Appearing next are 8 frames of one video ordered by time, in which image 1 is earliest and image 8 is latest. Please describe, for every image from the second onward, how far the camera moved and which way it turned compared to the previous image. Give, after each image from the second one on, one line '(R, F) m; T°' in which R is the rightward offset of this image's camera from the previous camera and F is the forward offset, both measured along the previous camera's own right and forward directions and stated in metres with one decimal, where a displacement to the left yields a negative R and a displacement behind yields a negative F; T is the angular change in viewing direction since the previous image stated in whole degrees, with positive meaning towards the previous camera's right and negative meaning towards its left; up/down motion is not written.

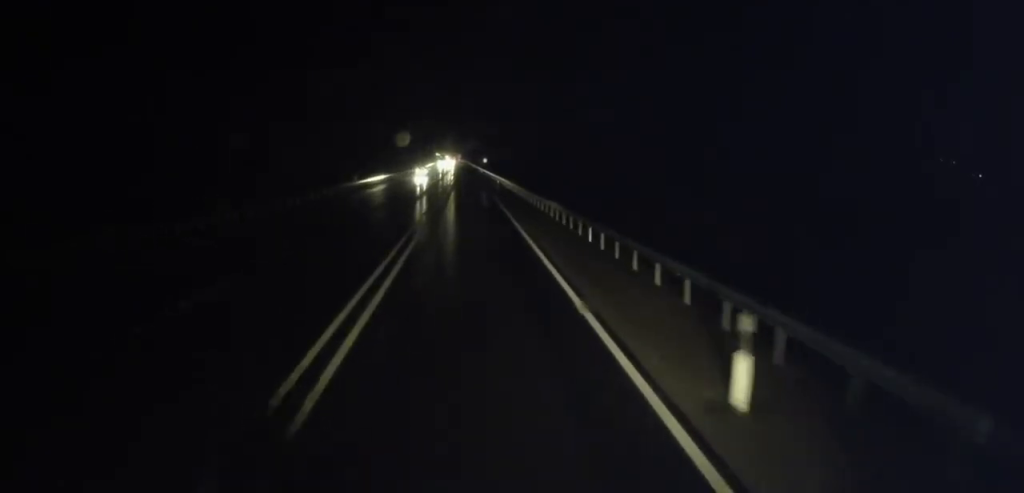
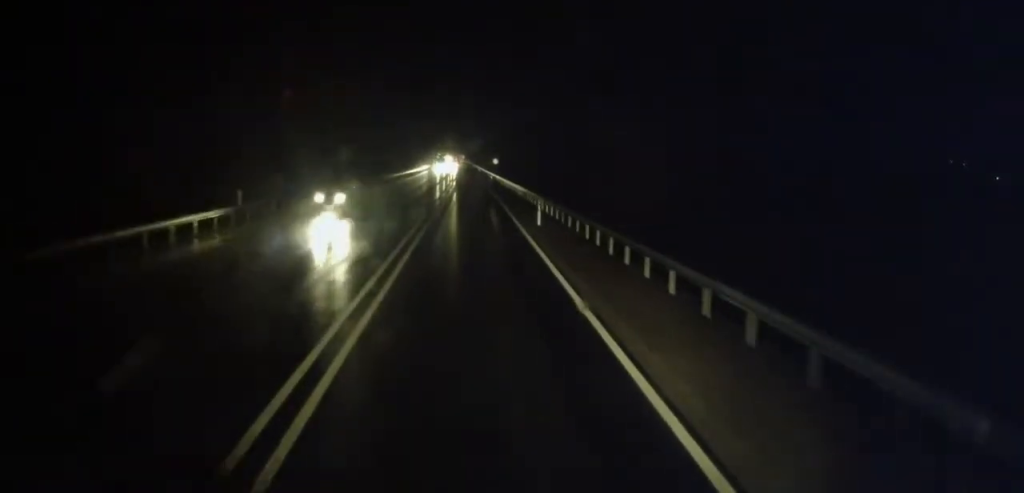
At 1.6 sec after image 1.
(-0.3, +30.8) m; 0°
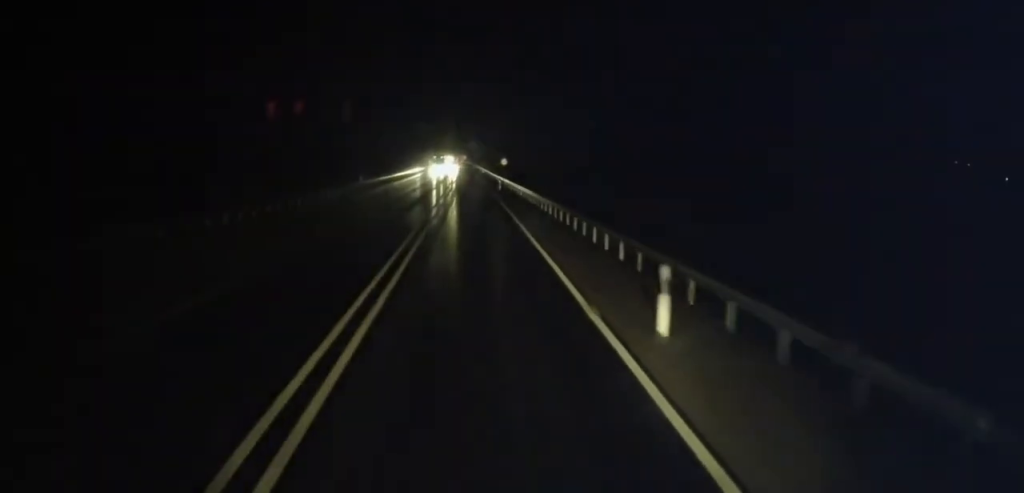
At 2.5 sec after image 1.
(+0.2, +16.9) m; 0°
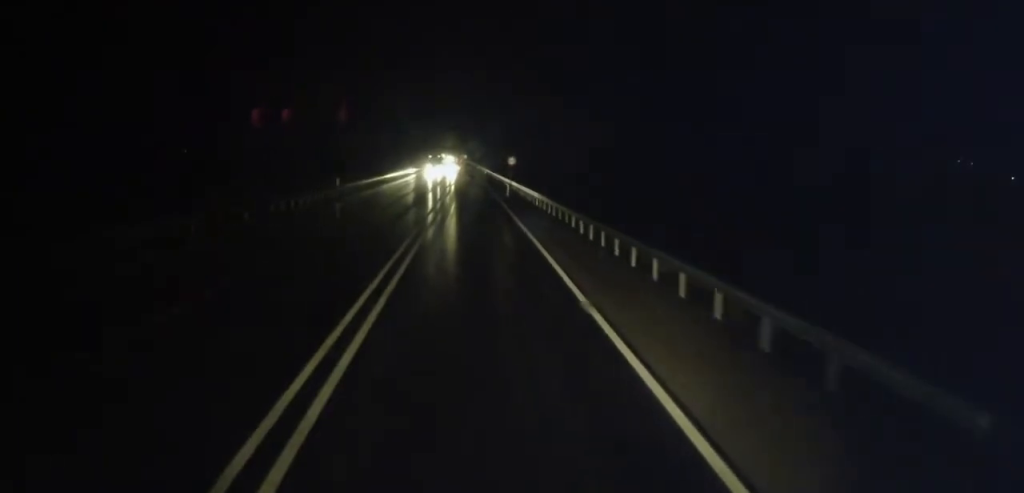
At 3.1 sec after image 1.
(0.0, +11.3) m; -1°
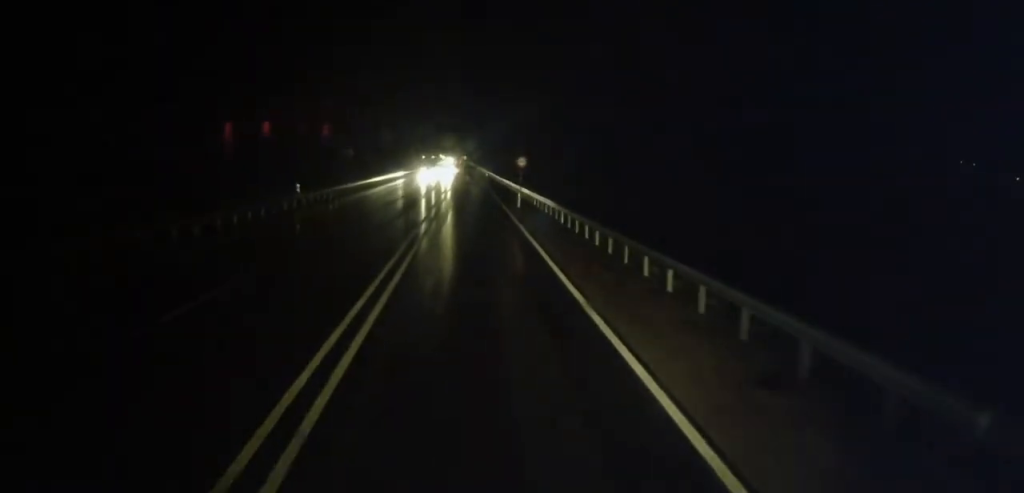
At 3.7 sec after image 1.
(-0.1, +11.3) m; 0°
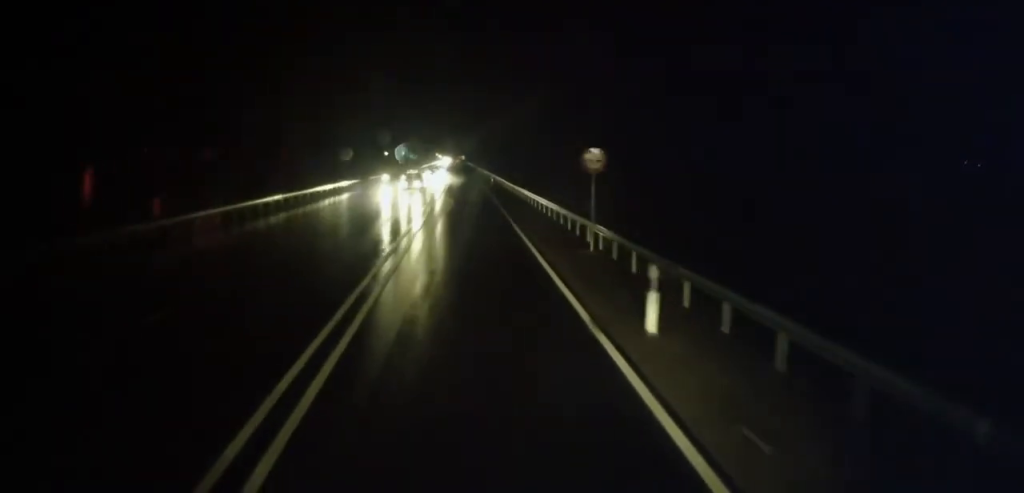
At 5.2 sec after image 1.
(+0.1, +27.6) m; 0°
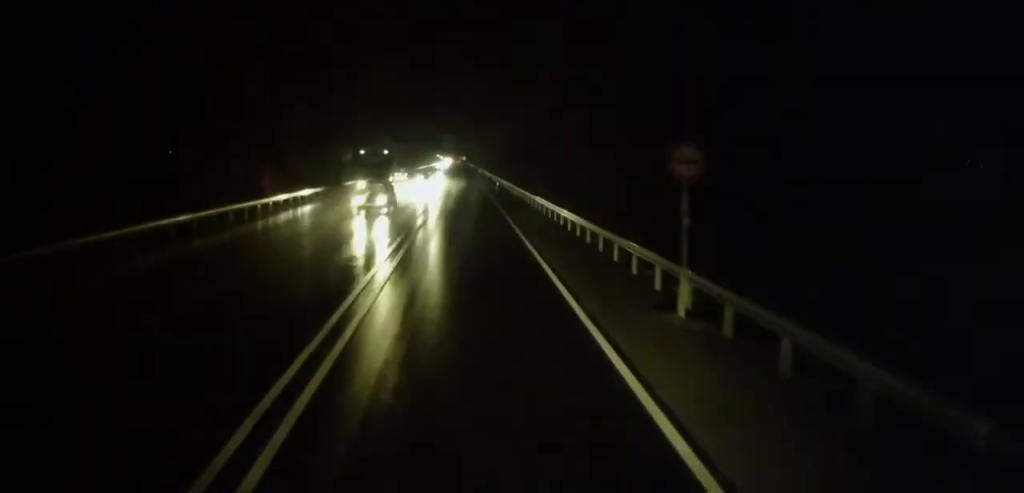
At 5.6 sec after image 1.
(-0.1, +8.2) m; 0°
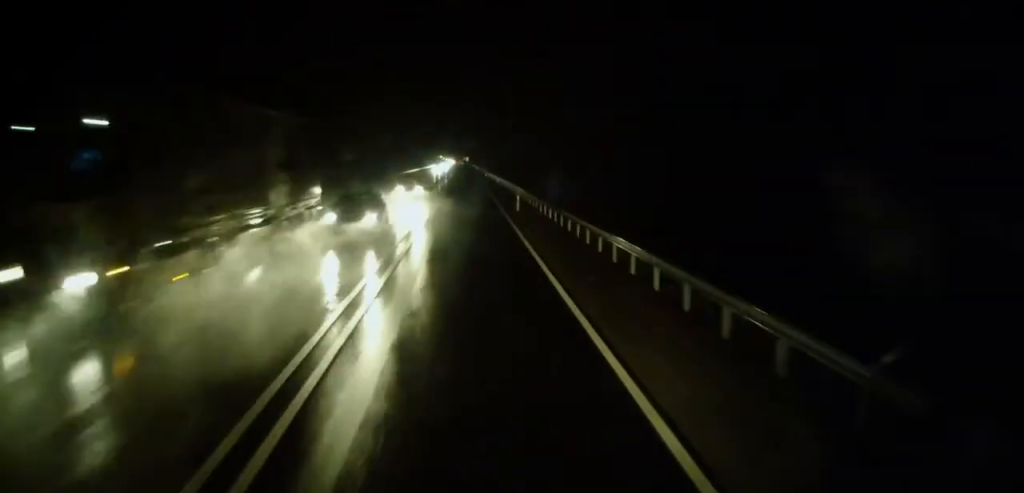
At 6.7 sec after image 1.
(-0.2, +20.1) m; 0°
